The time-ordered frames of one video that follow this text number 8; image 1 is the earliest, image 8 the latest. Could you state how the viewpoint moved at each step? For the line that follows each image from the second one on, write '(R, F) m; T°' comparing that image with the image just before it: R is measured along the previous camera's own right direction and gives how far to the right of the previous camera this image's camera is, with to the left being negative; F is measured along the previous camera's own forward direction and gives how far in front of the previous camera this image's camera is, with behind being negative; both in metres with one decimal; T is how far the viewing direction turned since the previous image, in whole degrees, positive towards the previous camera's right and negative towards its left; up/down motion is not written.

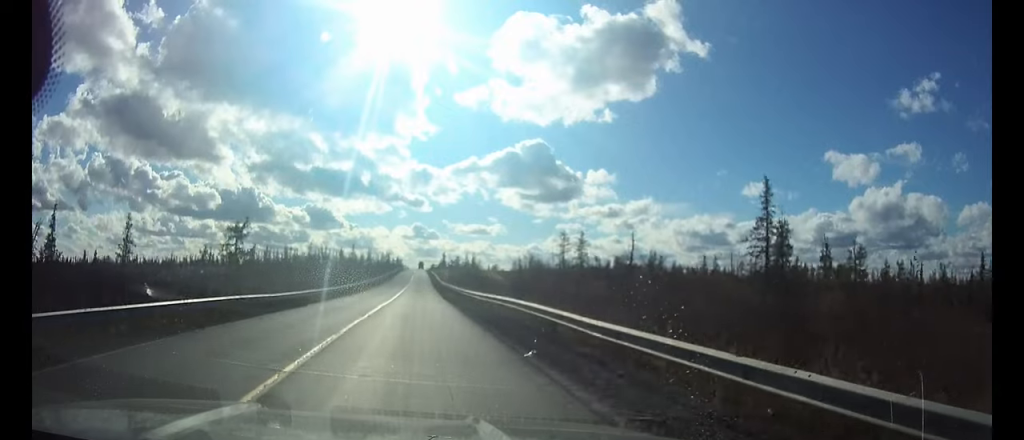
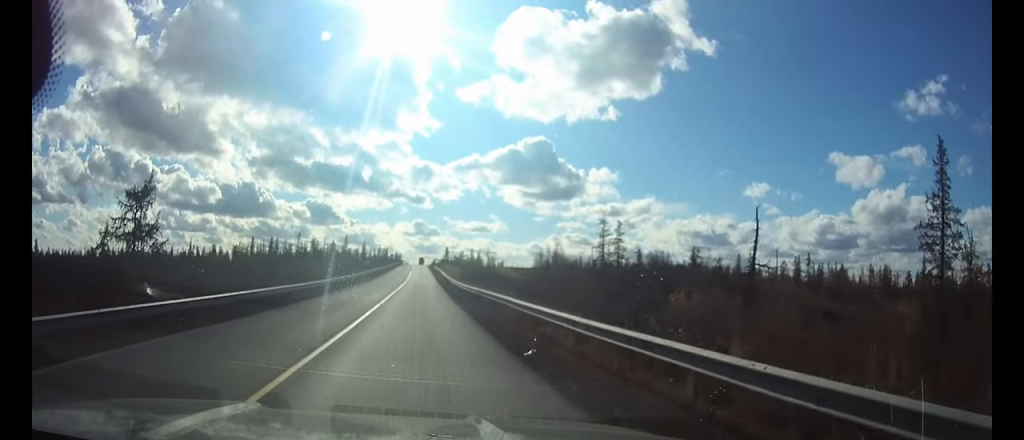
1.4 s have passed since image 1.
(0.0, +29.7) m; 0°
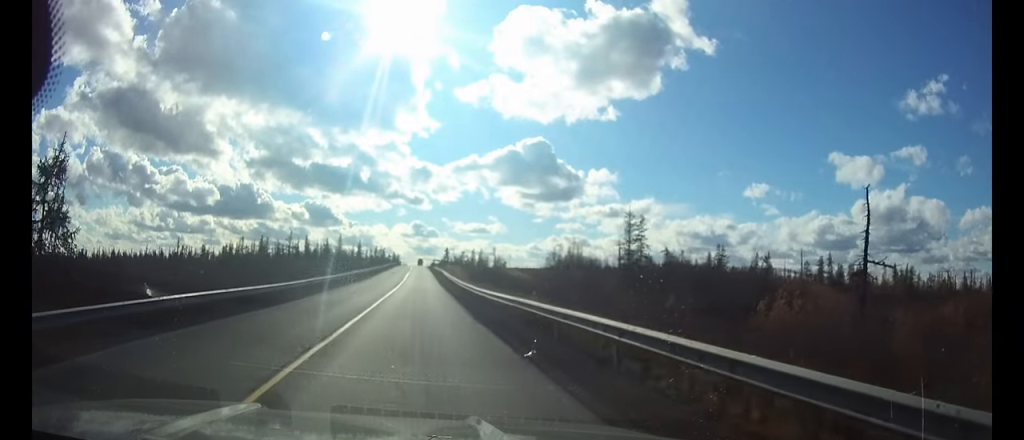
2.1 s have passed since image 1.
(0.0, +14.7) m; 0°
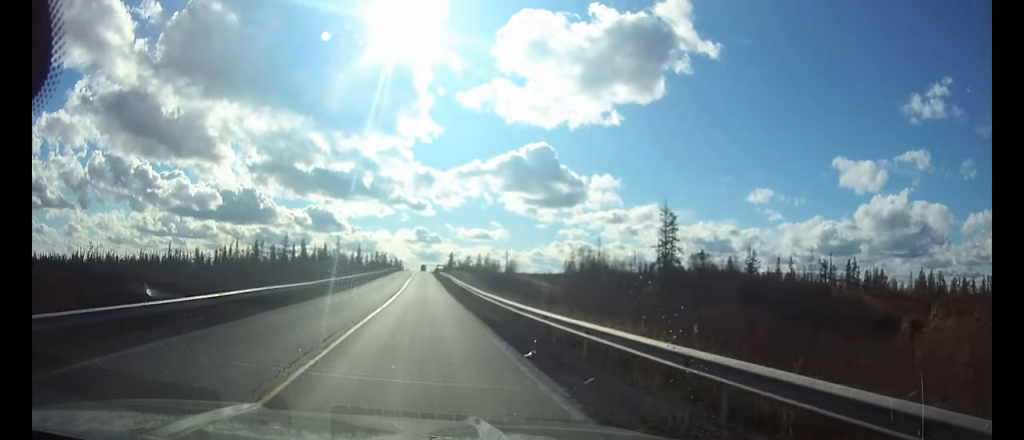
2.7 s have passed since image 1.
(0.0, +13.4) m; 0°
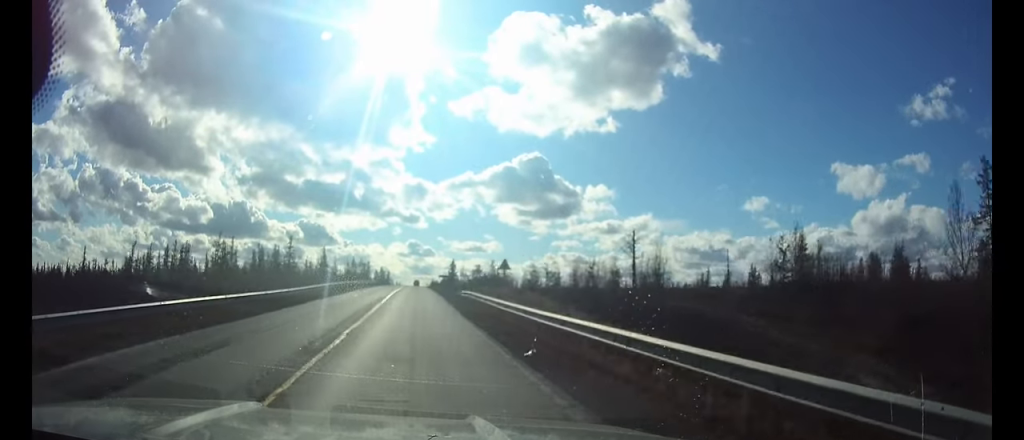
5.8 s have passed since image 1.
(+0.2, +76.3) m; 0°
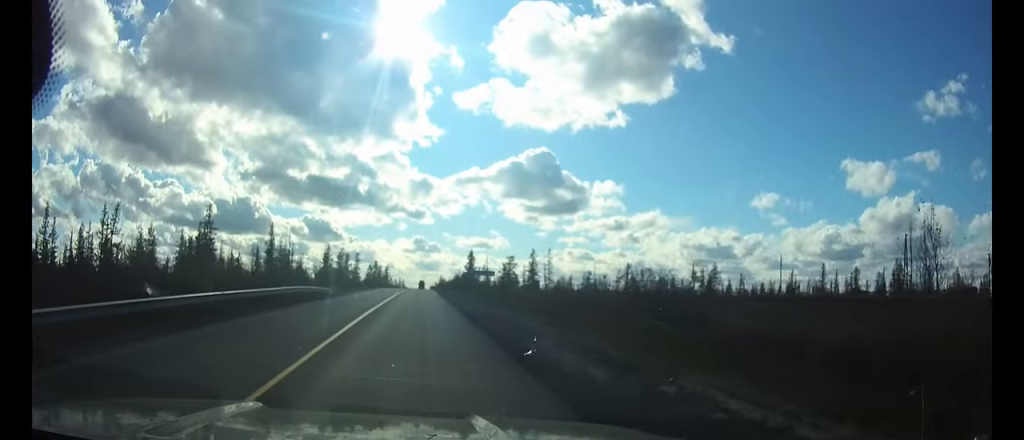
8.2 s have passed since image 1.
(-0.2, +63.2) m; 0°
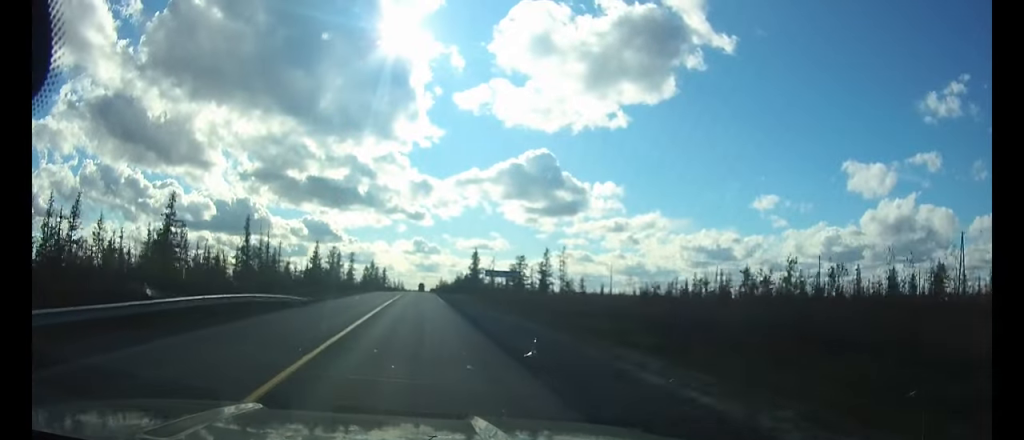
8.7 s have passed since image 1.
(0.0, +14.2) m; 0°
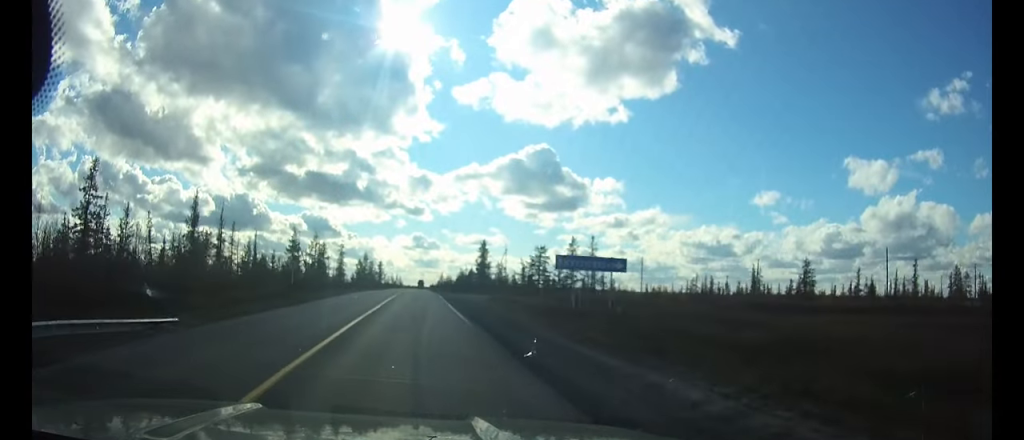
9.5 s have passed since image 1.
(0.0, +20.1) m; 0°
